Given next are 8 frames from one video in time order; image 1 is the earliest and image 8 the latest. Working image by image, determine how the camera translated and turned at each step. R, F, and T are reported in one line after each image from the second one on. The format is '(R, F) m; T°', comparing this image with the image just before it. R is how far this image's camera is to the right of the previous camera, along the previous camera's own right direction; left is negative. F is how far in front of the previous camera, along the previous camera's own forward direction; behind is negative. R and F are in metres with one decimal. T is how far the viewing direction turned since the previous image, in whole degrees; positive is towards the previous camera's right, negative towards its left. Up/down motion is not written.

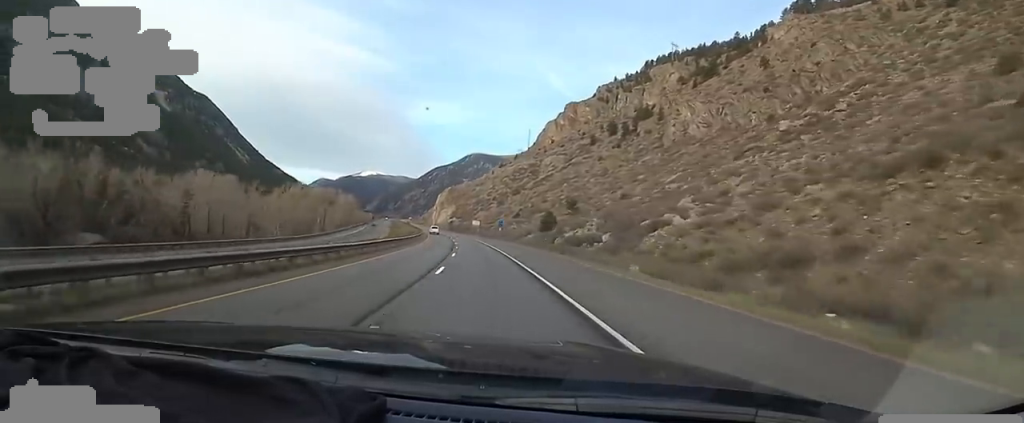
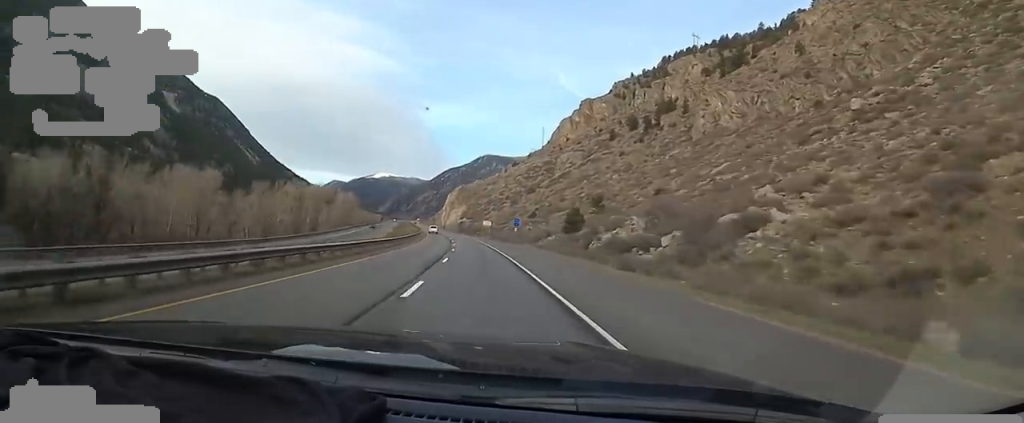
(-0.9, +18.0) m; -3°
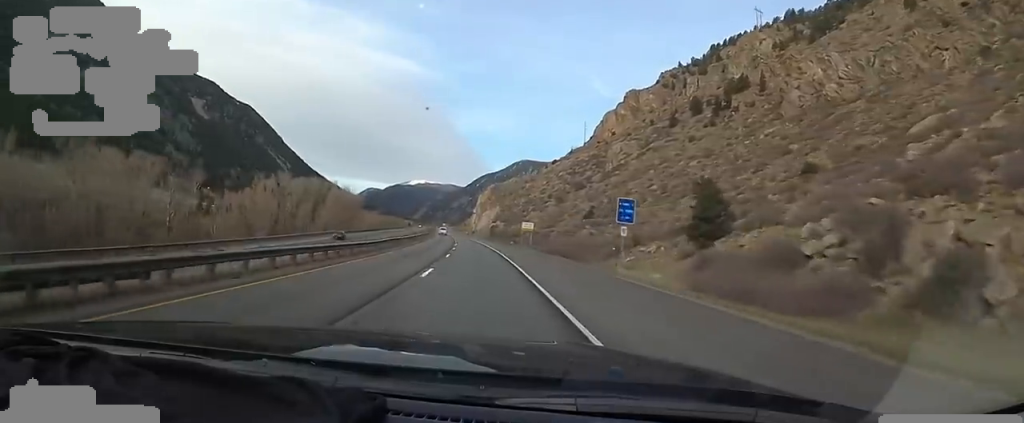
(-2.0, +43.3) m; -2°
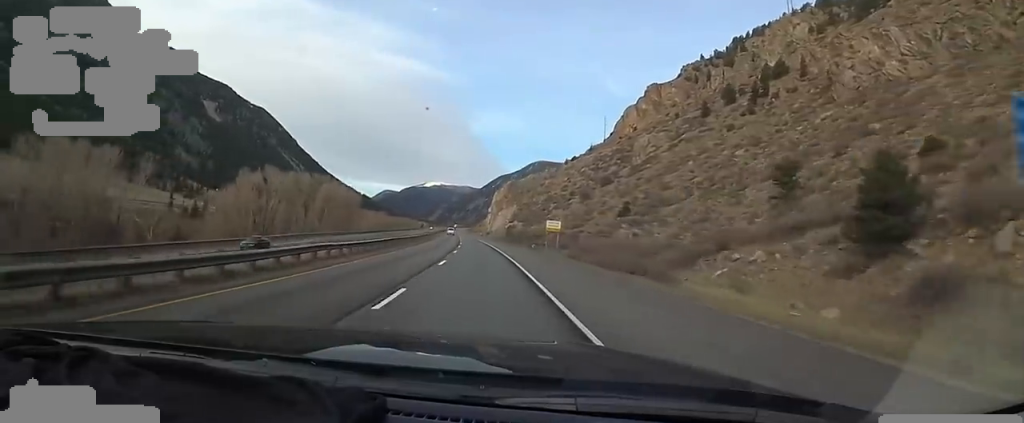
(+0.6, +18.9) m; -1°
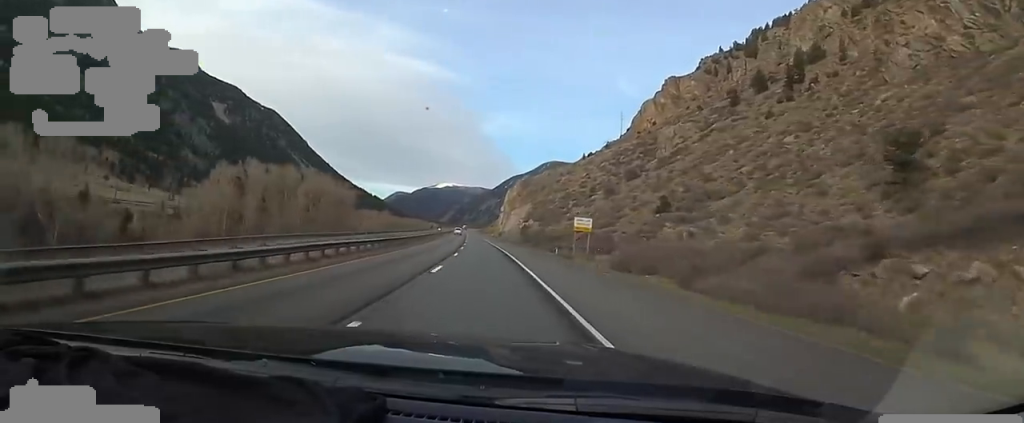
(+0.3, +16.8) m; -1°
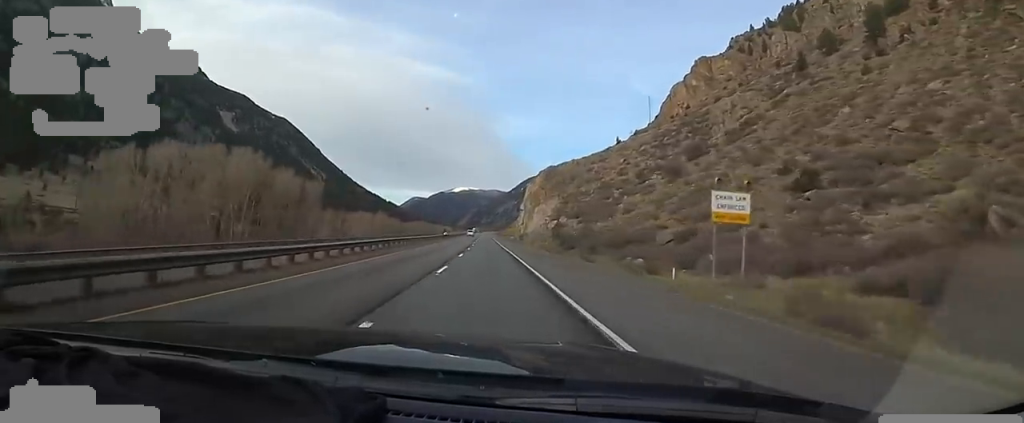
(-1.6, +36.6) m; -2°
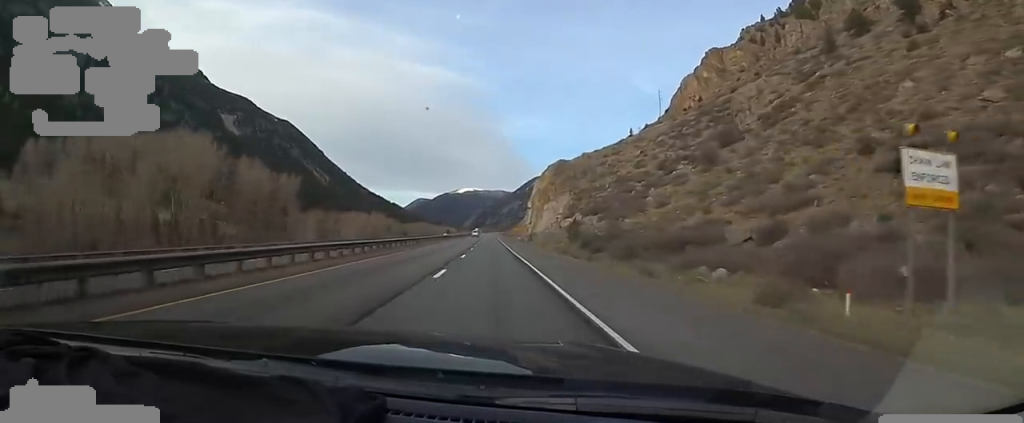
(+0.5, +13.6) m; -1°
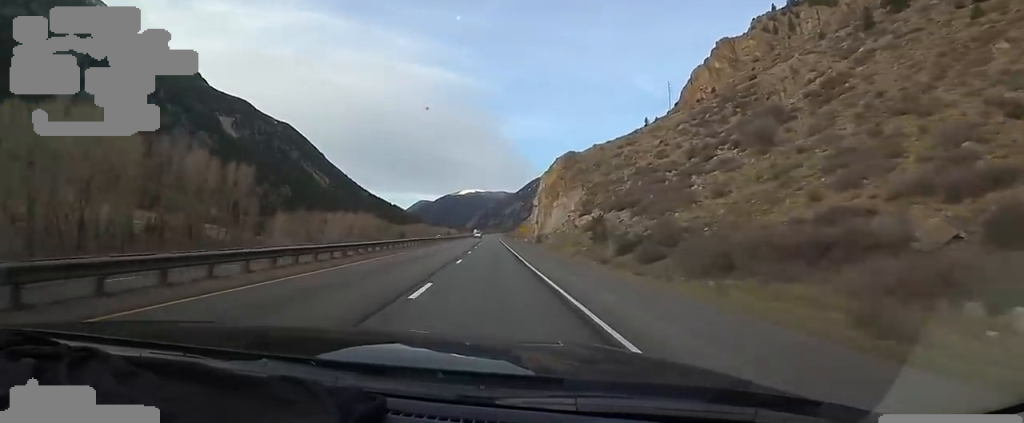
(-0.1, +16.8) m; -1°
